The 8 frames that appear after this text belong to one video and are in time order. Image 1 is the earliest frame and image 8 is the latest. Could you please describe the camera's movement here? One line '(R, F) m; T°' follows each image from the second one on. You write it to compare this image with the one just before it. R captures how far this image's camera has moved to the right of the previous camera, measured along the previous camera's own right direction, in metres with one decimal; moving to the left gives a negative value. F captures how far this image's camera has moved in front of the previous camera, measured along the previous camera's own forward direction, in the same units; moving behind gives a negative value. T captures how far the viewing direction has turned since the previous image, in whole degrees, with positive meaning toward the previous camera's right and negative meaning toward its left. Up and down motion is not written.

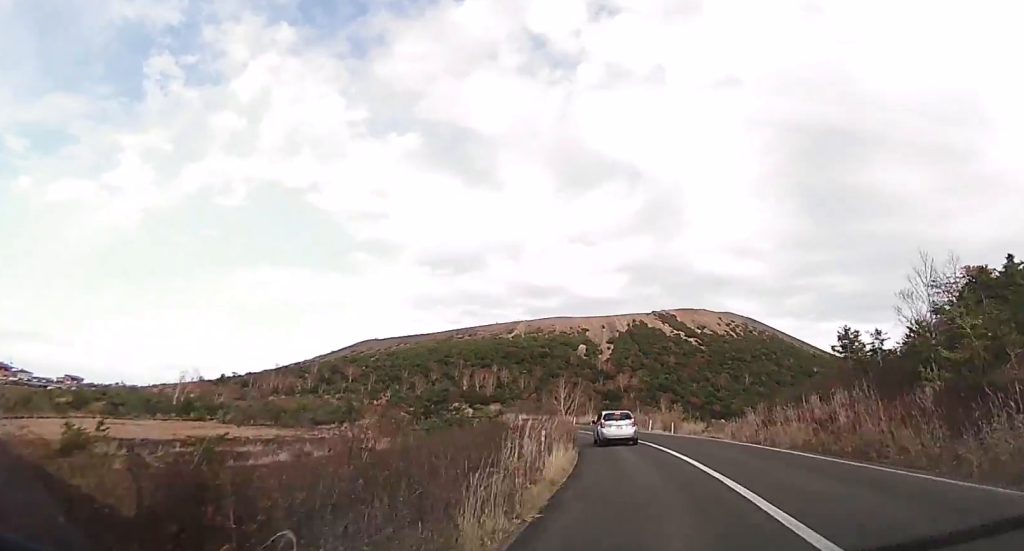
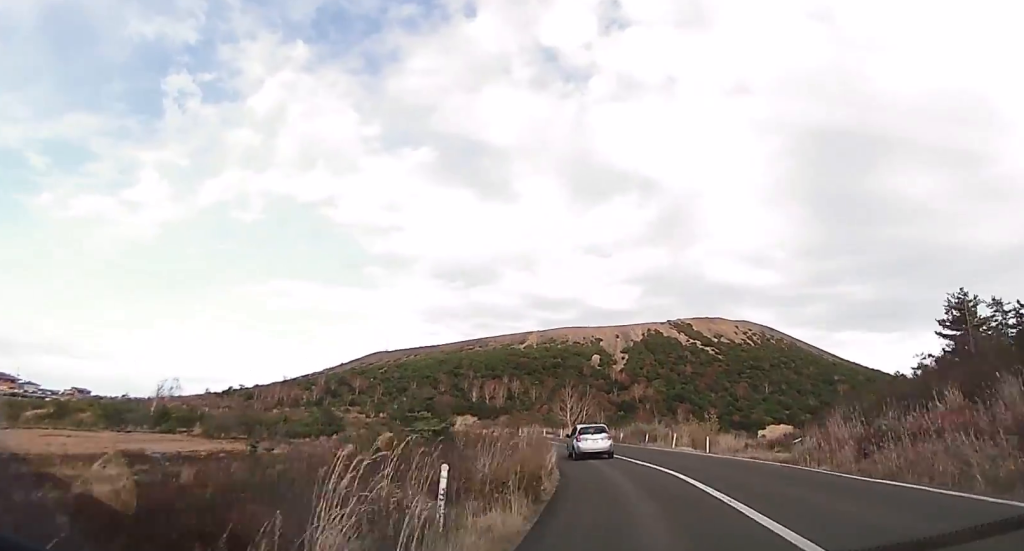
(-0.1, +9.5) m; -1°
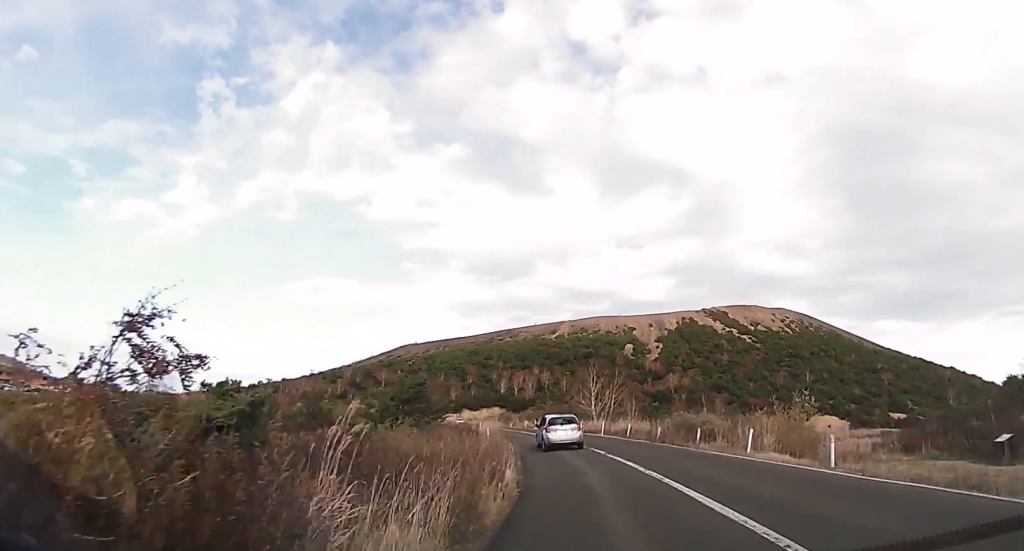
(-0.2, +11.3) m; -4°
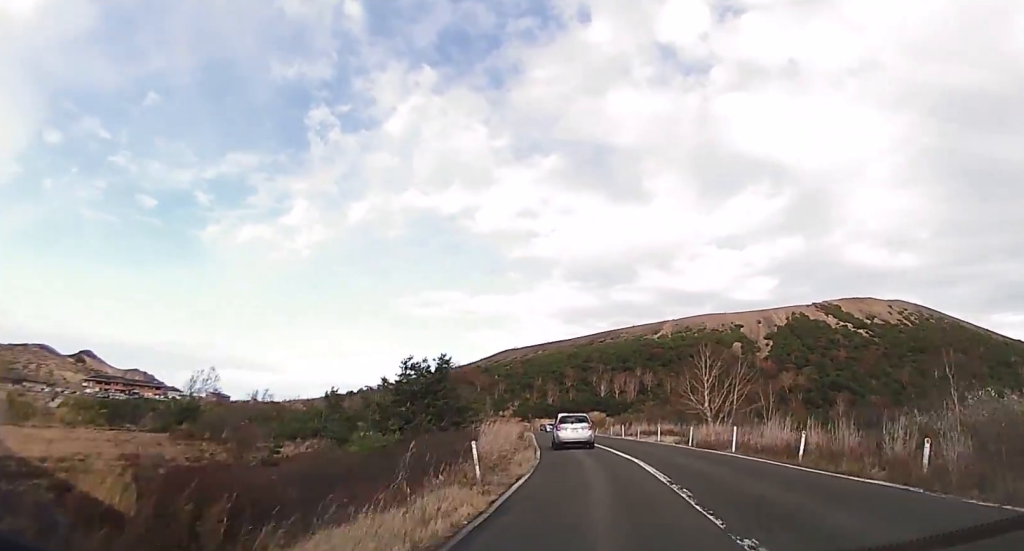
(-0.7, +16.9) m; -8°
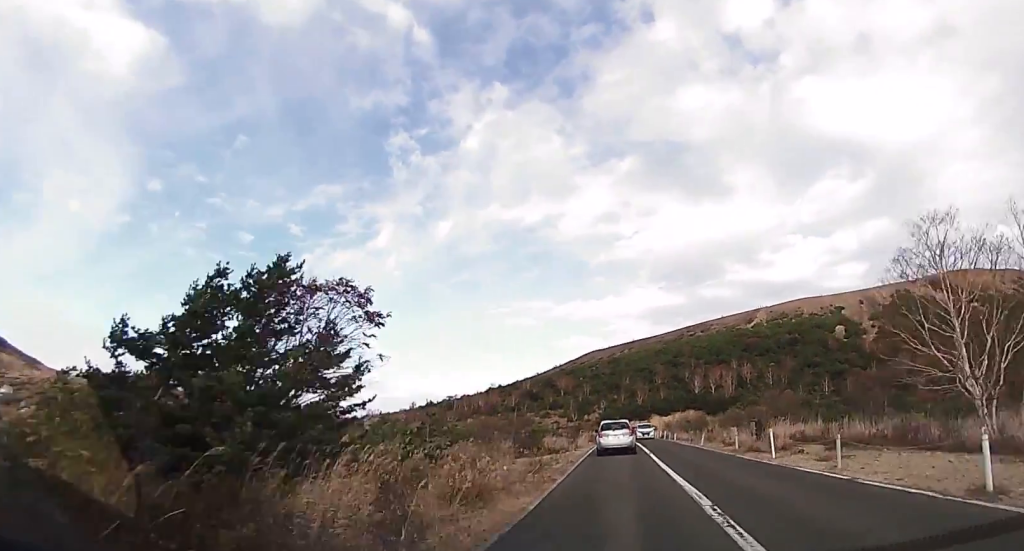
(-2.4, +20.5) m; -10°
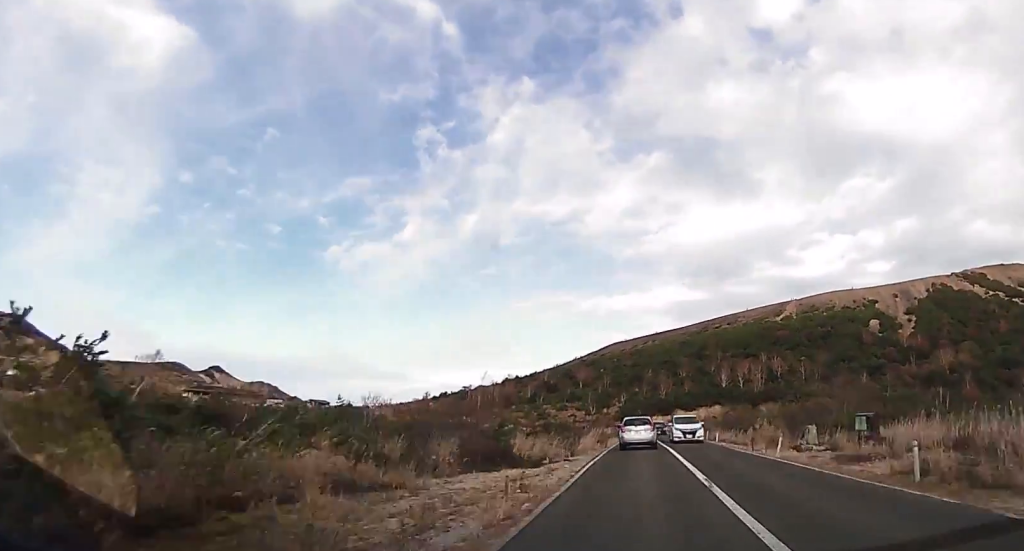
(-0.4, +12.7) m; -3°
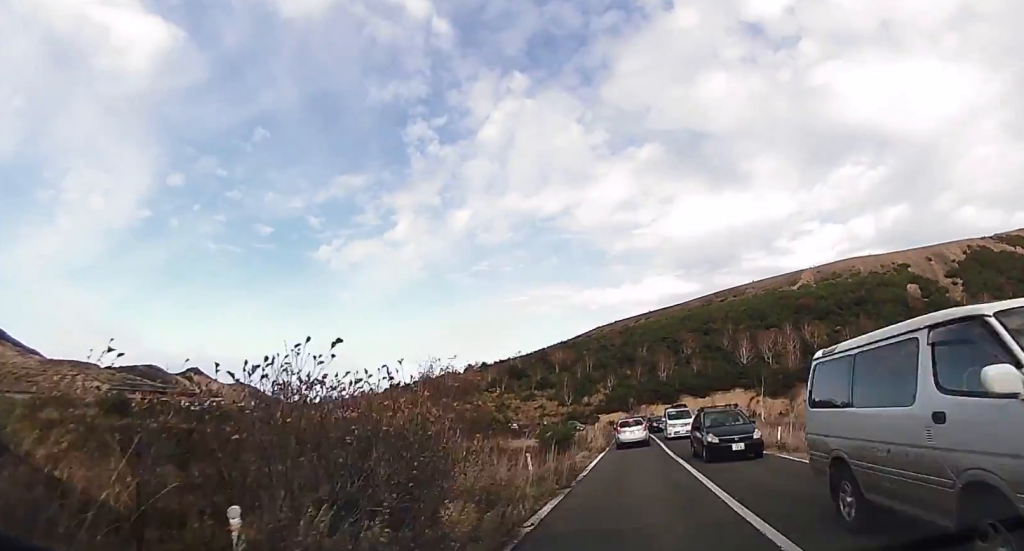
(-2.1, +50.8) m; -3°
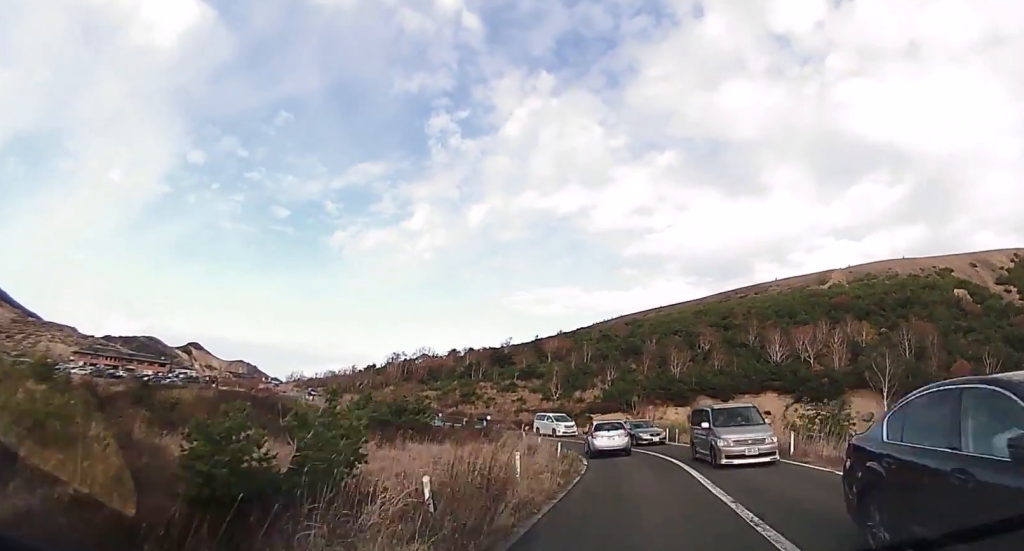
(-0.2, +26.1) m; -2°
